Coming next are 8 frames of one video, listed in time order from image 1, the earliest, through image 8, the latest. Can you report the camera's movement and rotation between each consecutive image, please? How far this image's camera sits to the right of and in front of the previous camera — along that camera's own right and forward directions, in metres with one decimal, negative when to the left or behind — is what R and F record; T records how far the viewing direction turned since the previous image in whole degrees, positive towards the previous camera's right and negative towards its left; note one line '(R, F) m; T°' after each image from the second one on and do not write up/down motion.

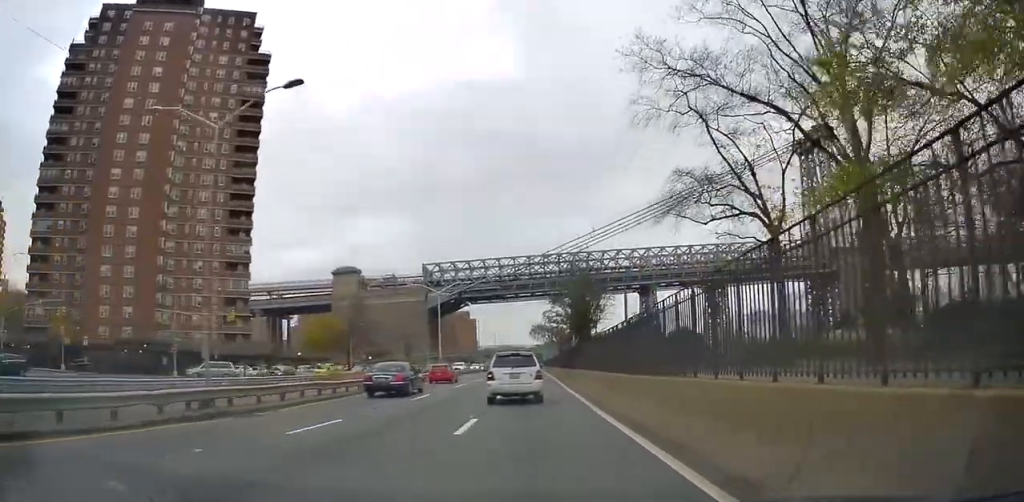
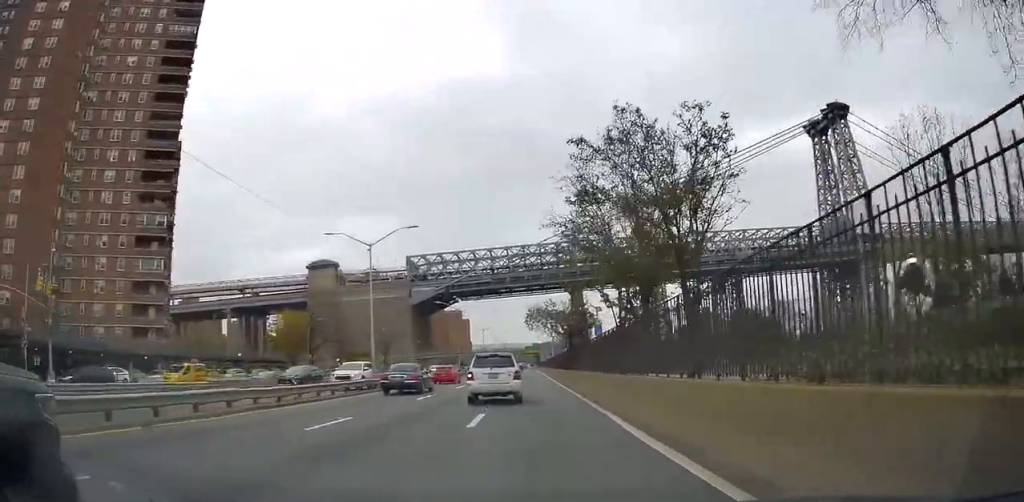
(-0.4, +23.1) m; -2°
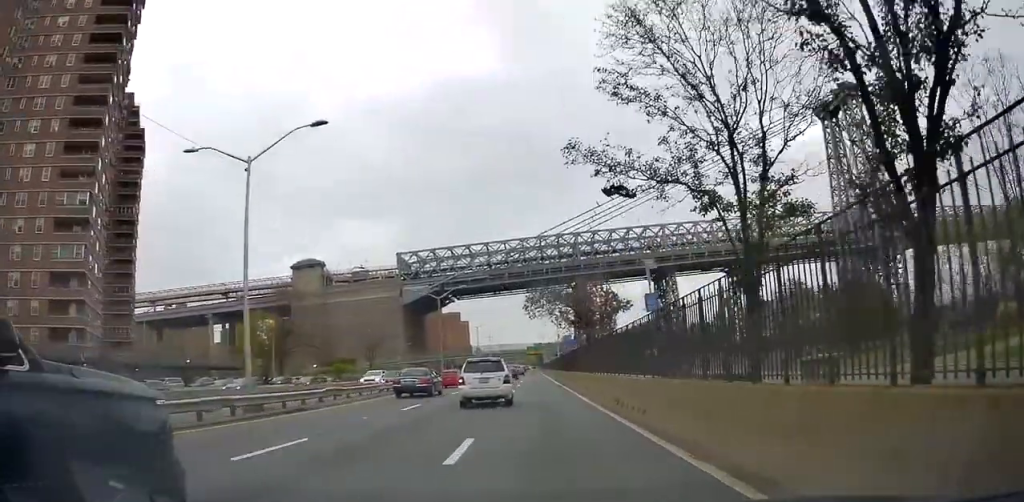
(-0.1, +15.0) m; 0°
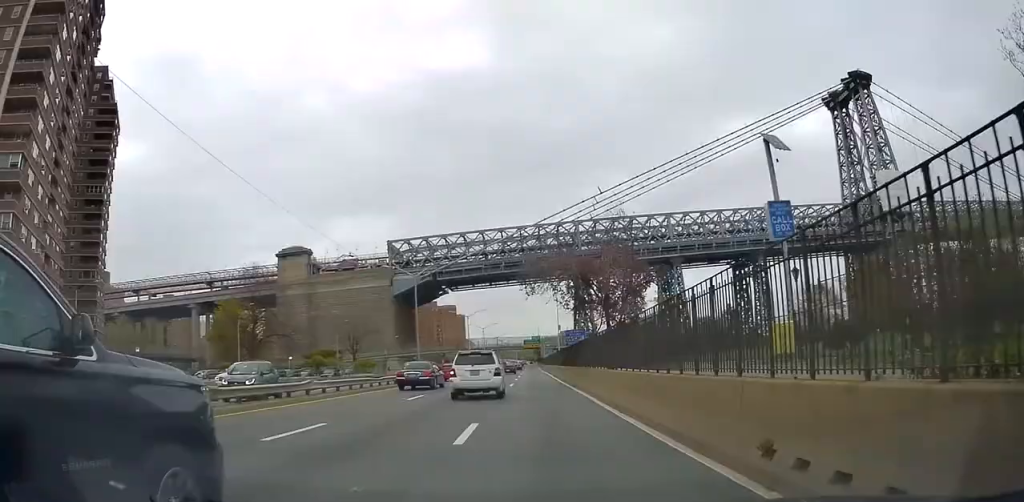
(-0.1, +10.5) m; 0°
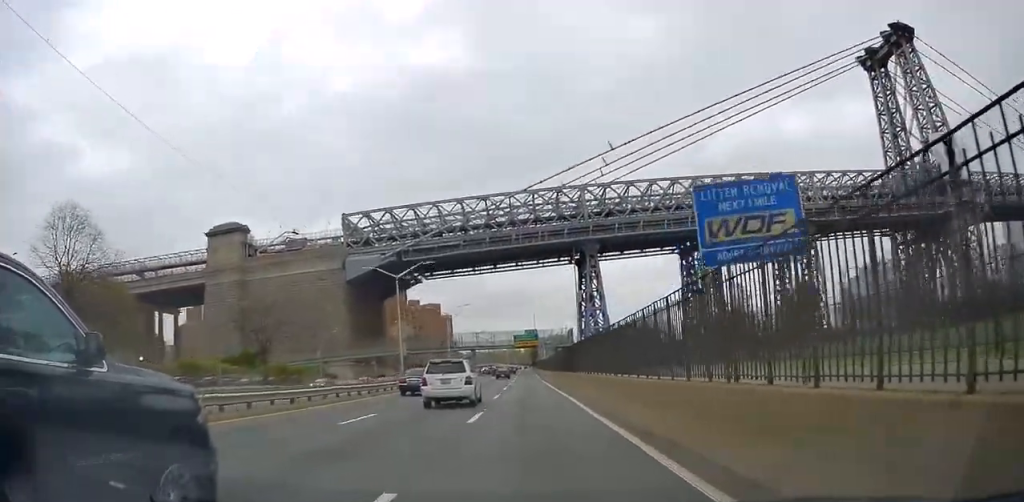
(0.0, +40.7) m; 0°
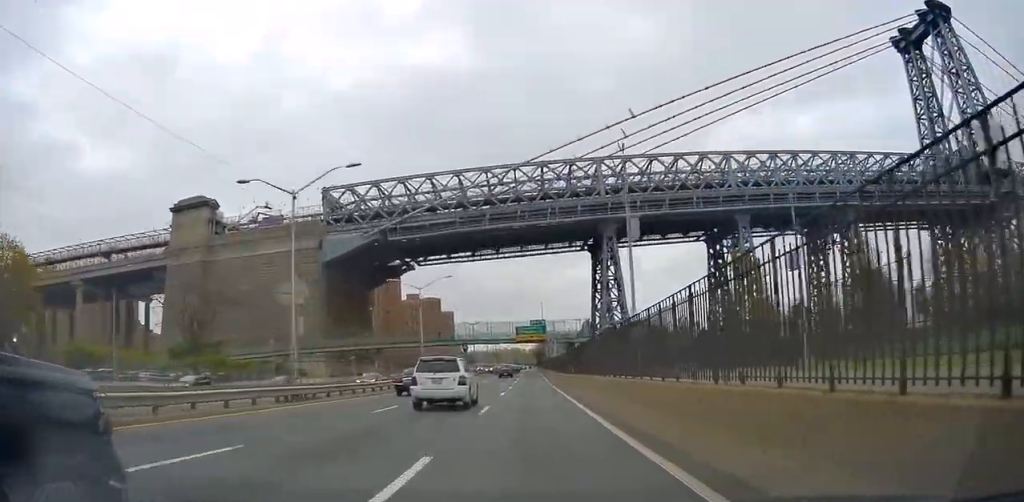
(+0.2, +19.2) m; 0°
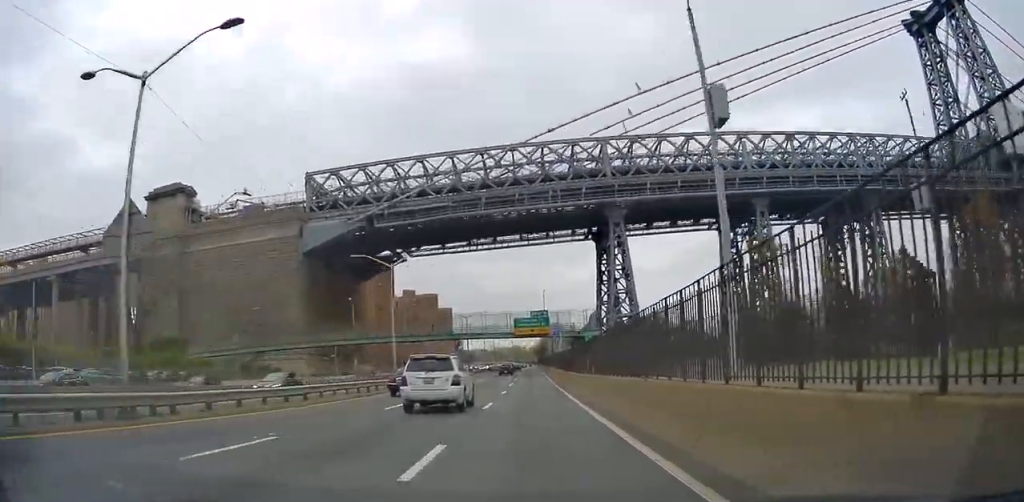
(0.0, +9.8) m; 0°
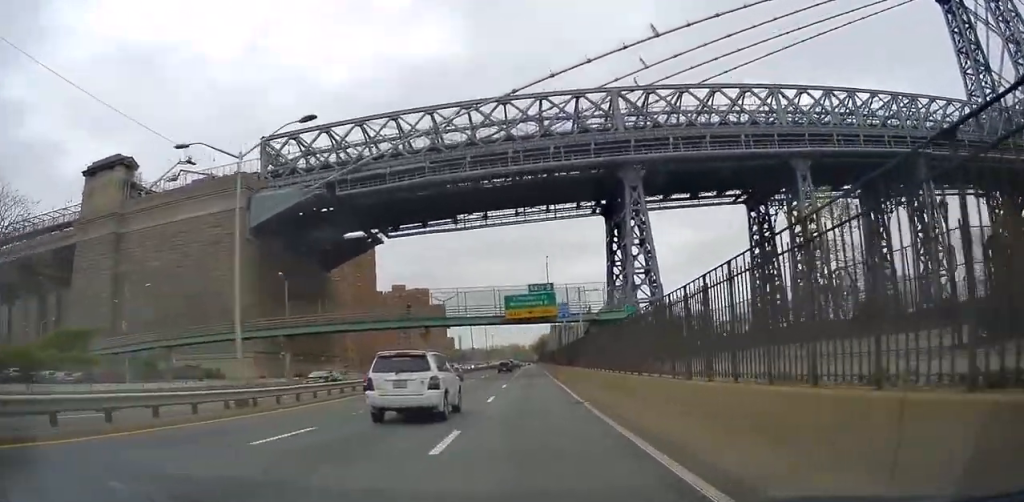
(-0.1, +19.4) m; 0°
